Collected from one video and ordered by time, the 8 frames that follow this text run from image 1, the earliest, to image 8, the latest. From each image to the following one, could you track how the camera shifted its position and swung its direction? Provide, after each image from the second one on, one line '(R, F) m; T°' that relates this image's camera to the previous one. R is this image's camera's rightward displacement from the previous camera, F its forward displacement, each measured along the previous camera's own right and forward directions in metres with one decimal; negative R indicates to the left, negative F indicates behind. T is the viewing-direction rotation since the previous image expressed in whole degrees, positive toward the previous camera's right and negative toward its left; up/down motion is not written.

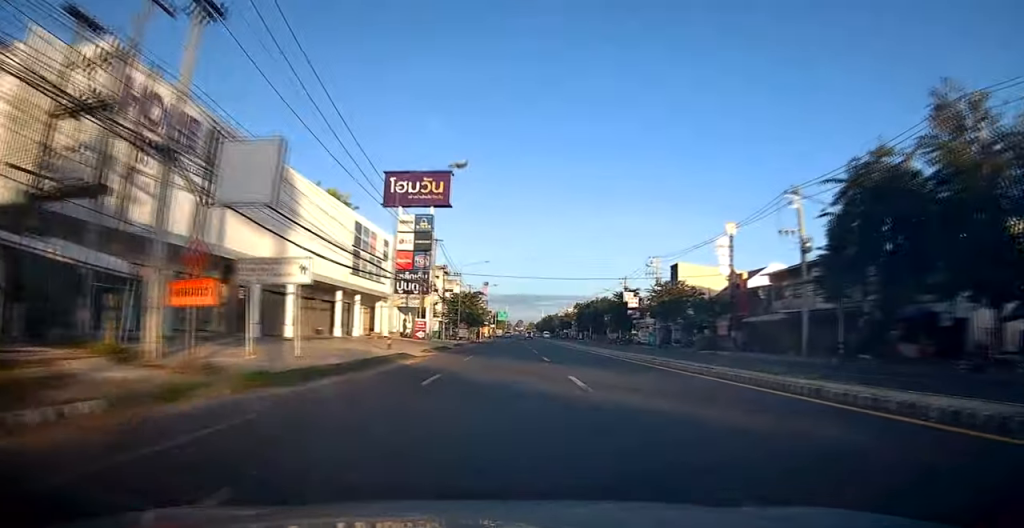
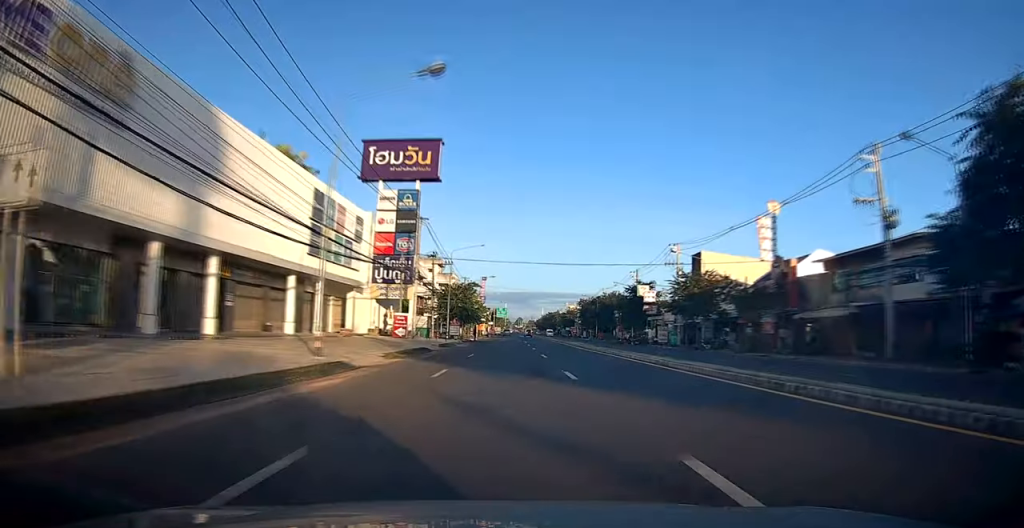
(0.0, +10.3) m; 0°
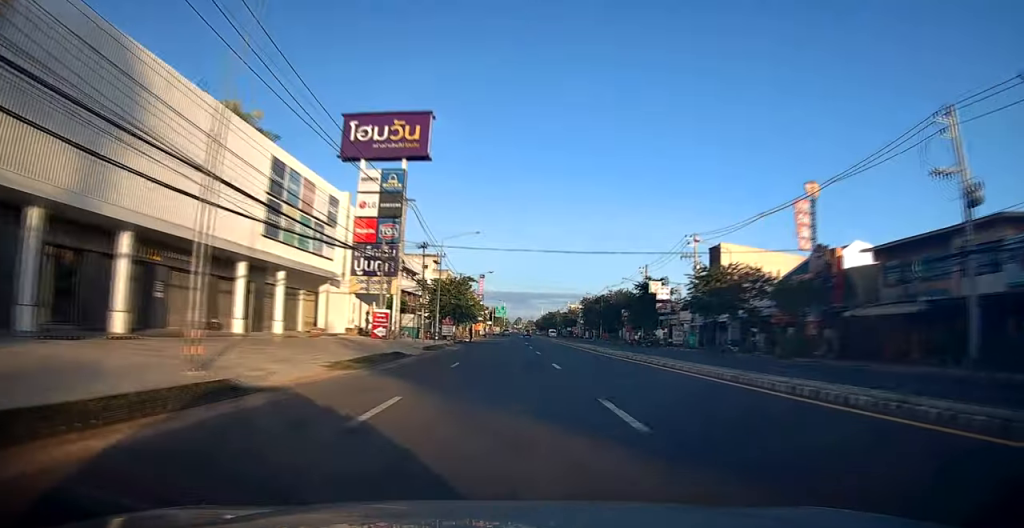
(0.0, +7.1) m; 0°
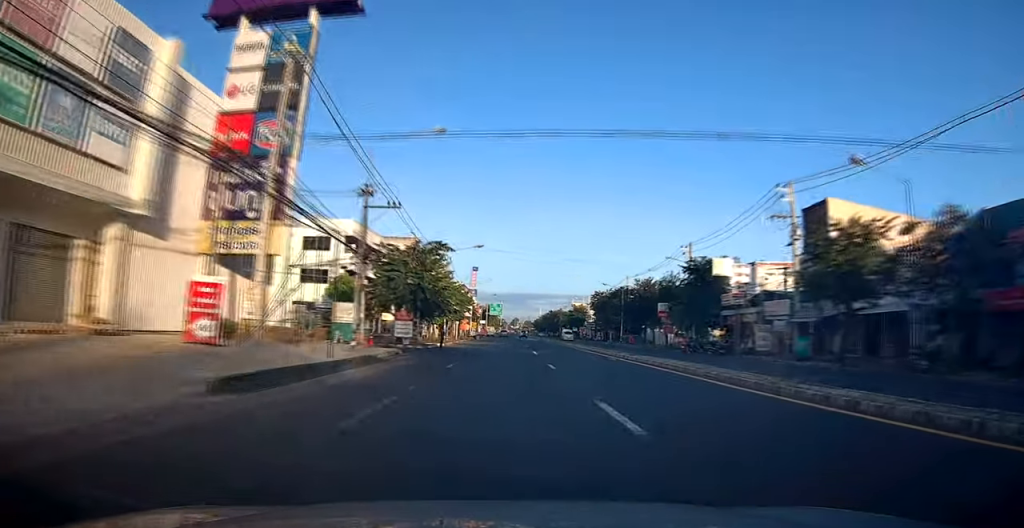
(-0.1, +23.8) m; 0°
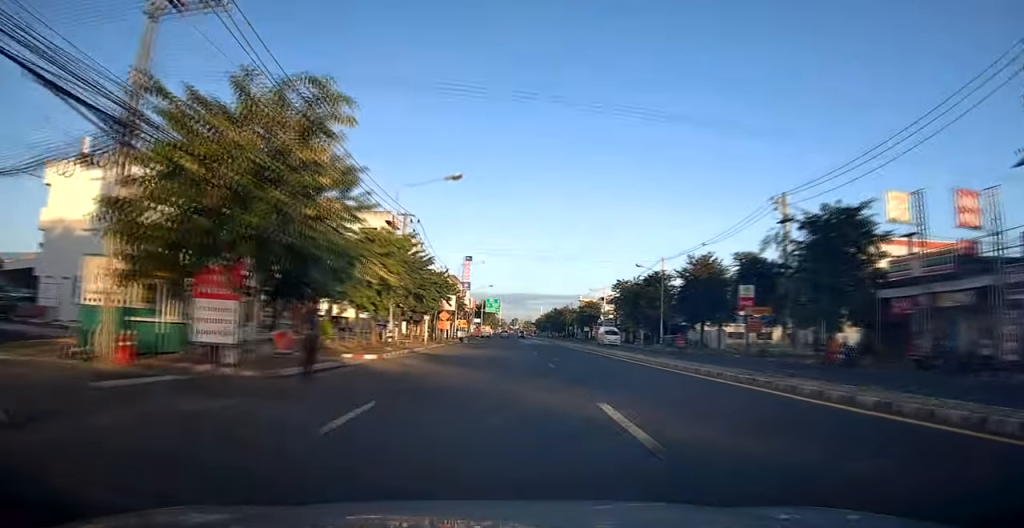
(0.0, +24.4) m; 0°
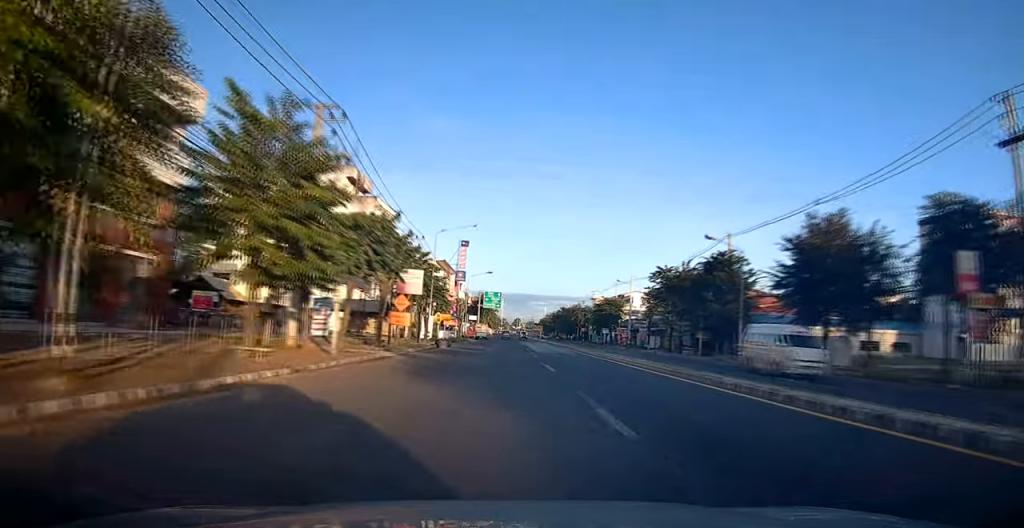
(+0.2, +23.2) m; +1°
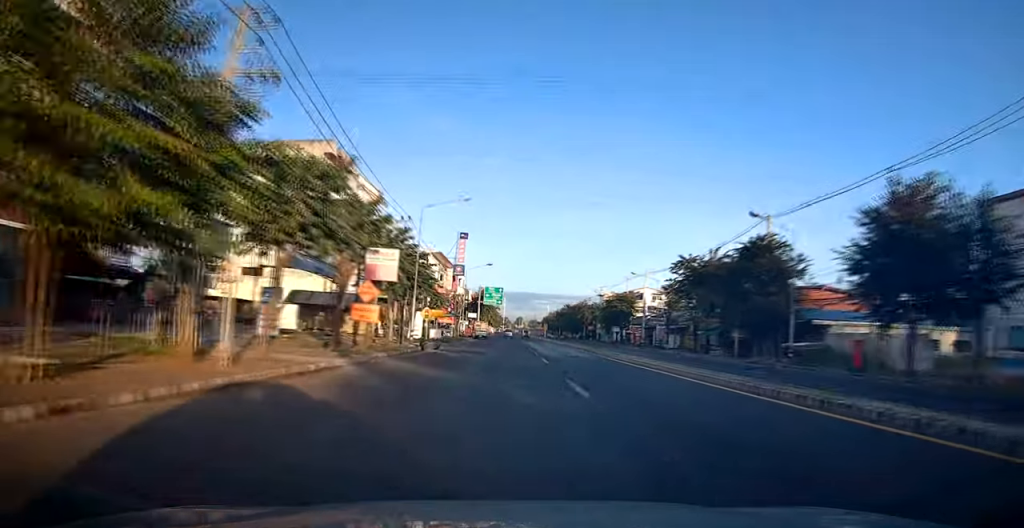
(0.0, +8.4) m; 0°
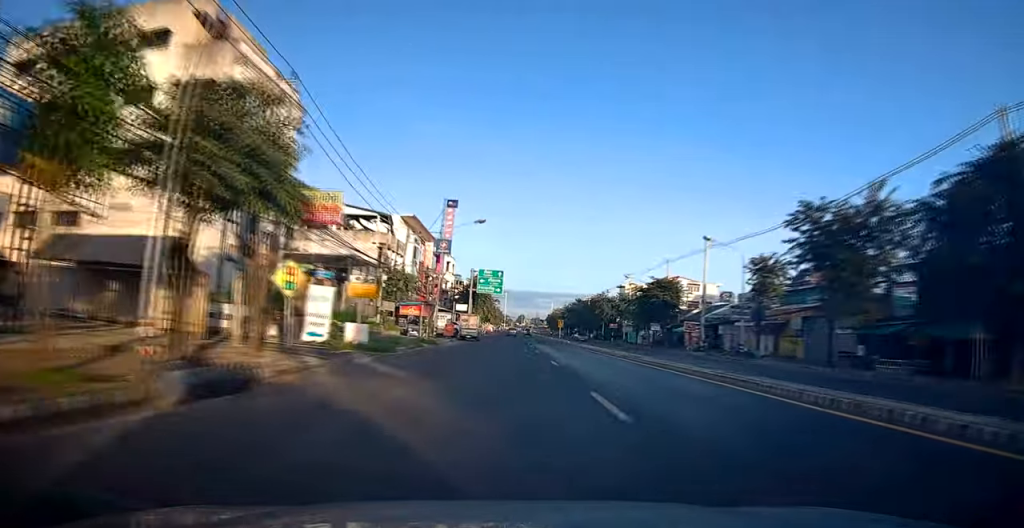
(-0.3, +26.4) m; 0°
